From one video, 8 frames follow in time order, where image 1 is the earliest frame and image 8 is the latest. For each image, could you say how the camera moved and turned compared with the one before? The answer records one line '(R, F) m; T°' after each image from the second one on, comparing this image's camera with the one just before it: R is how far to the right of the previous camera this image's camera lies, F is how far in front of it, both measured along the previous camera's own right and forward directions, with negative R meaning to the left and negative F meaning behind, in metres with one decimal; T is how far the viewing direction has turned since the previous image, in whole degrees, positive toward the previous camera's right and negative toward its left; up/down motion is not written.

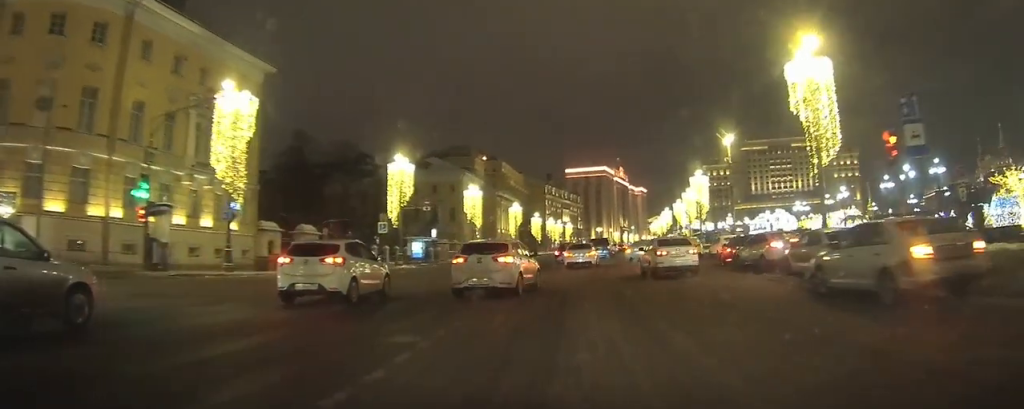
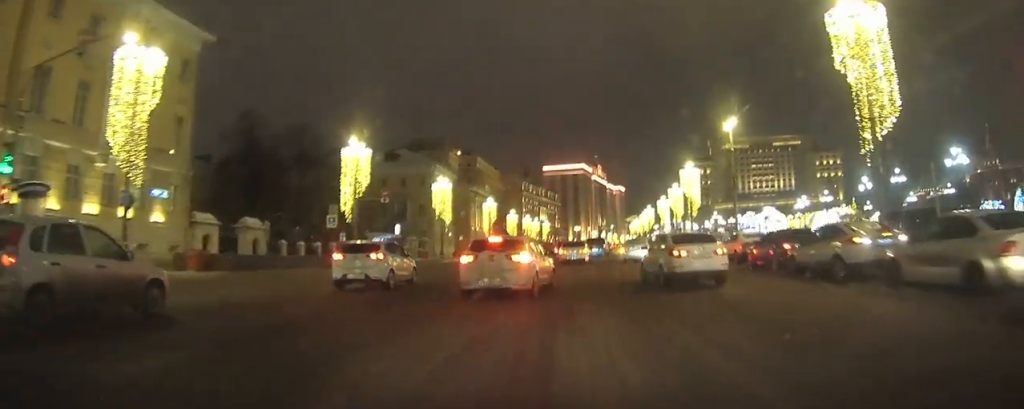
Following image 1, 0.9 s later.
(+0.1, +6.2) m; +2°
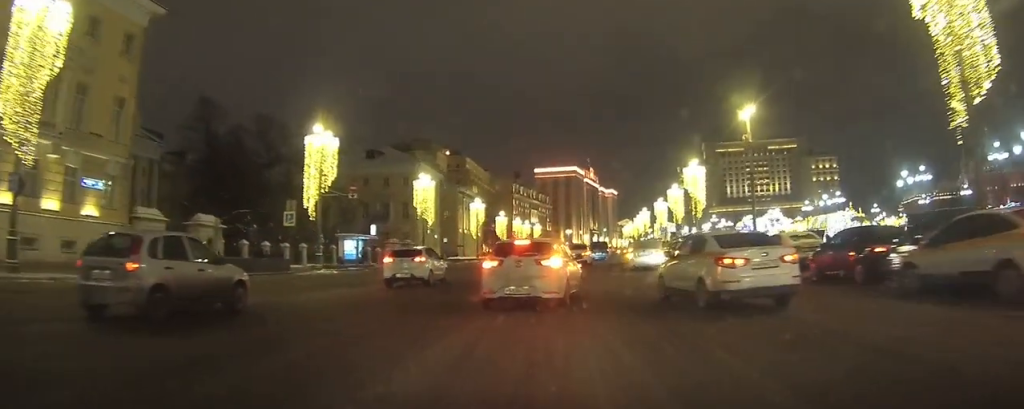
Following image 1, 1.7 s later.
(+0.1, +5.4) m; +1°
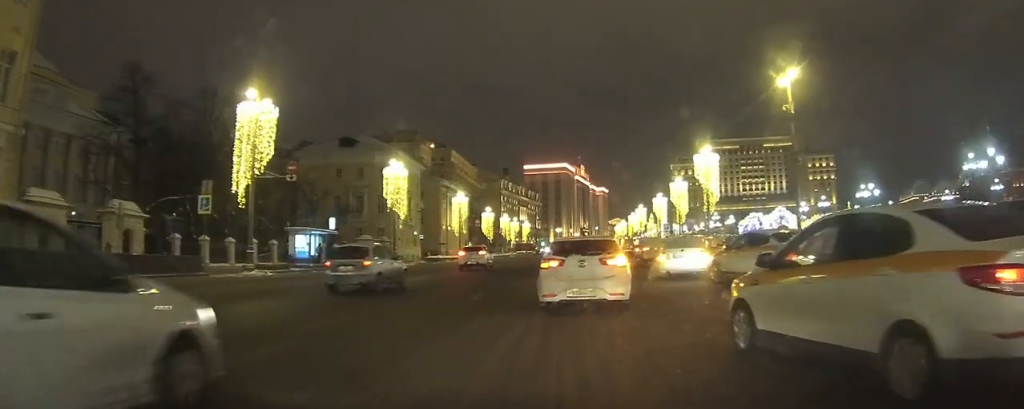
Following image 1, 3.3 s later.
(0.0, +10.1) m; -1°
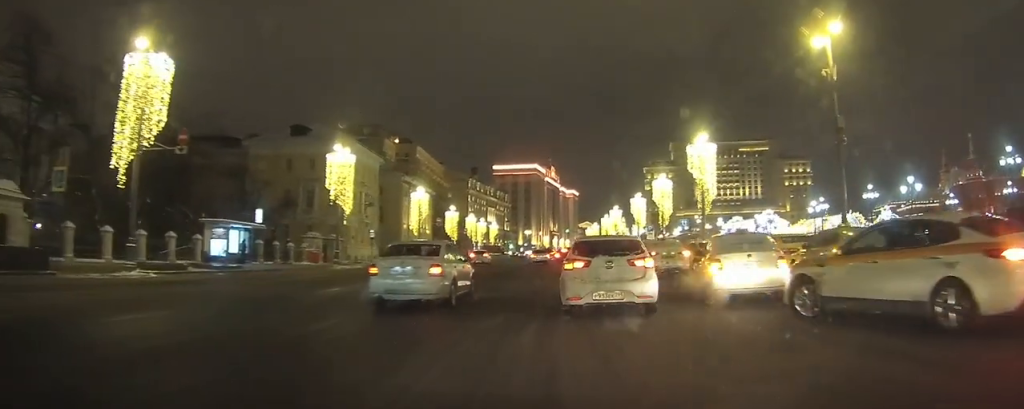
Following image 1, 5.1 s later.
(-0.5, +9.6) m; -5°
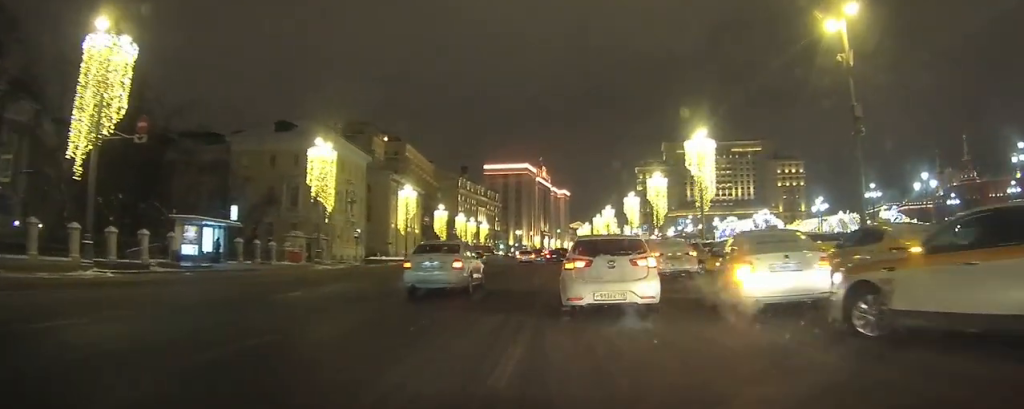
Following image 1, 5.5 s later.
(0.0, +2.4) m; +1°
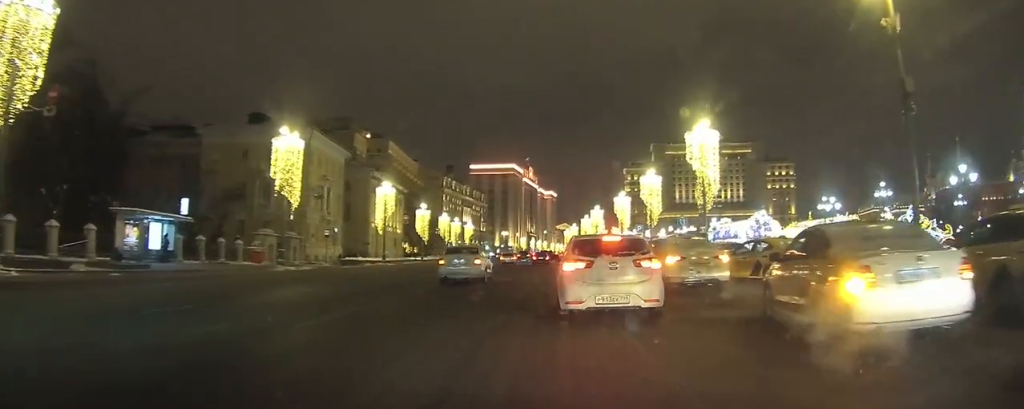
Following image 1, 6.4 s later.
(+0.1, +4.4) m; +4°
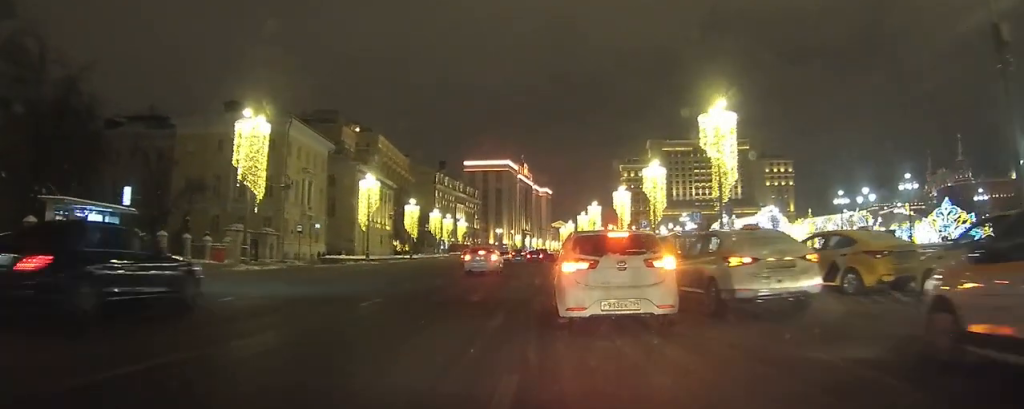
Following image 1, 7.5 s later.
(+0.3, +4.9) m; +2°
